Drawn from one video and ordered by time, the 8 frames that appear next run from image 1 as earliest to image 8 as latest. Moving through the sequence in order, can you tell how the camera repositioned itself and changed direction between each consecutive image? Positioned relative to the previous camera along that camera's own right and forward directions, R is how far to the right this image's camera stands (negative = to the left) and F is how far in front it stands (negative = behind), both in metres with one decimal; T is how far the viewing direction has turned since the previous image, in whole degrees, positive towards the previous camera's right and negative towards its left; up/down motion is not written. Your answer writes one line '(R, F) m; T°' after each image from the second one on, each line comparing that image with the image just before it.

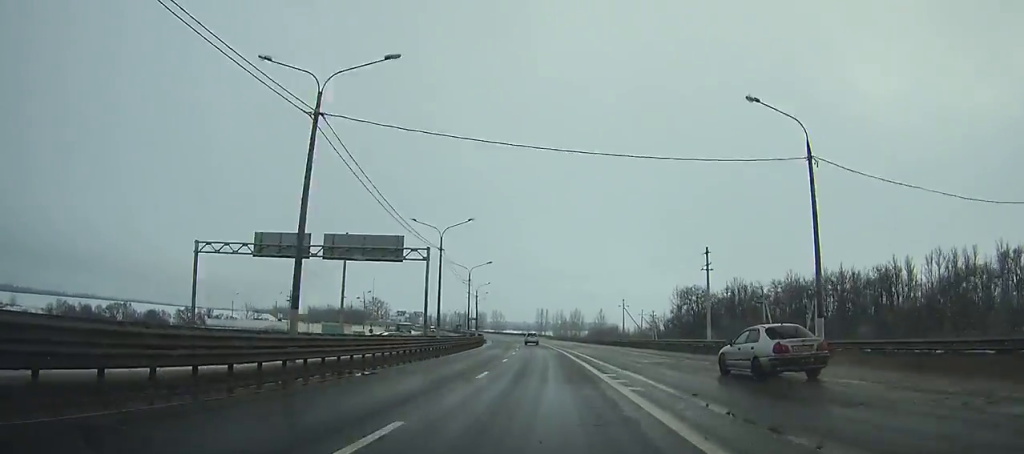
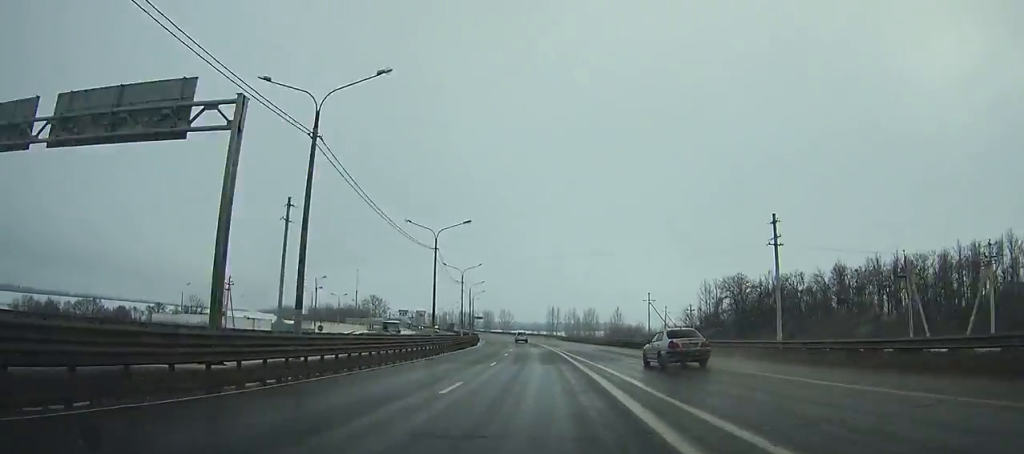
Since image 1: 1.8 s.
(-0.5, +30.6) m; -2°
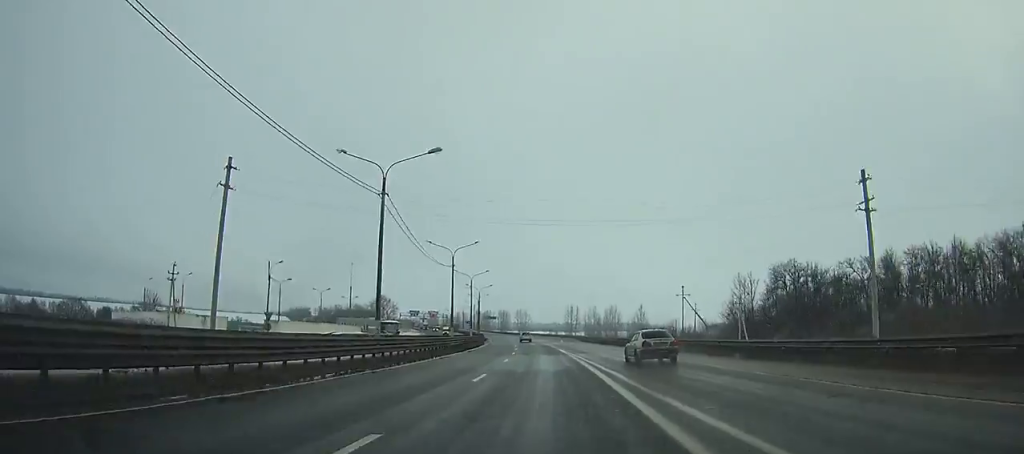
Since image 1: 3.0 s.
(-0.2, +21.7) m; -1°
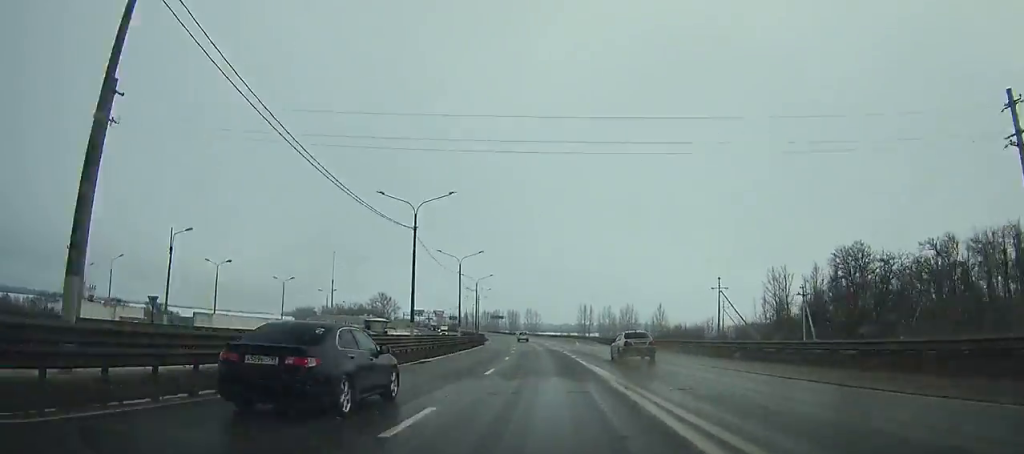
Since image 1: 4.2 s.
(+0.1, +21.7) m; -1°
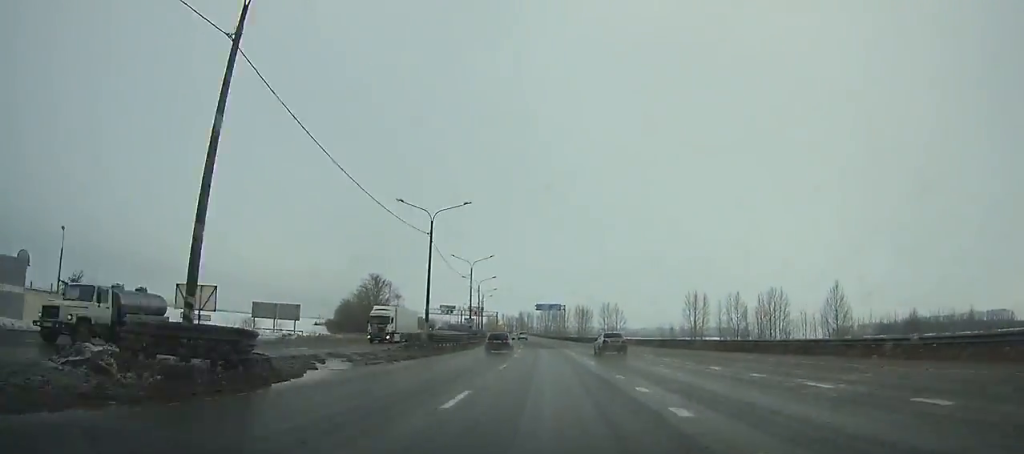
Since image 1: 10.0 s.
(-6.4, +119.6) m; -6°
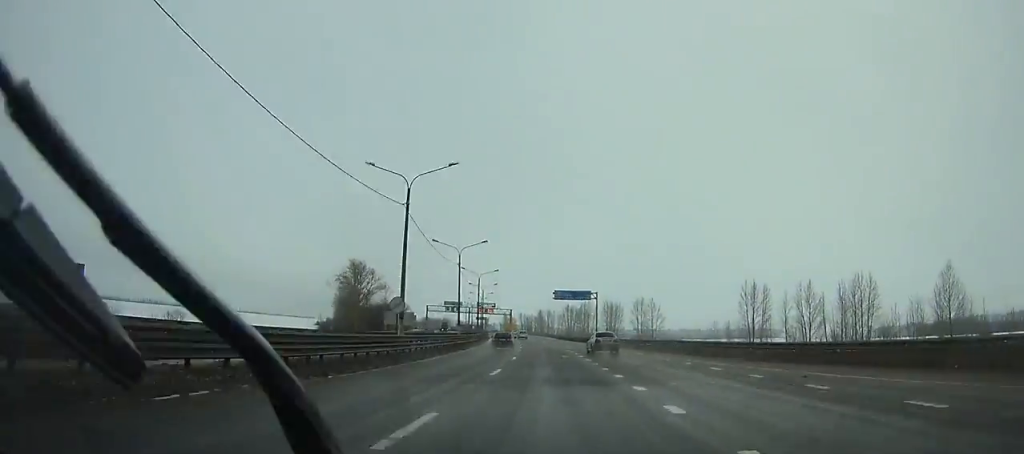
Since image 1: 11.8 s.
(-1.1, +40.2) m; -2°
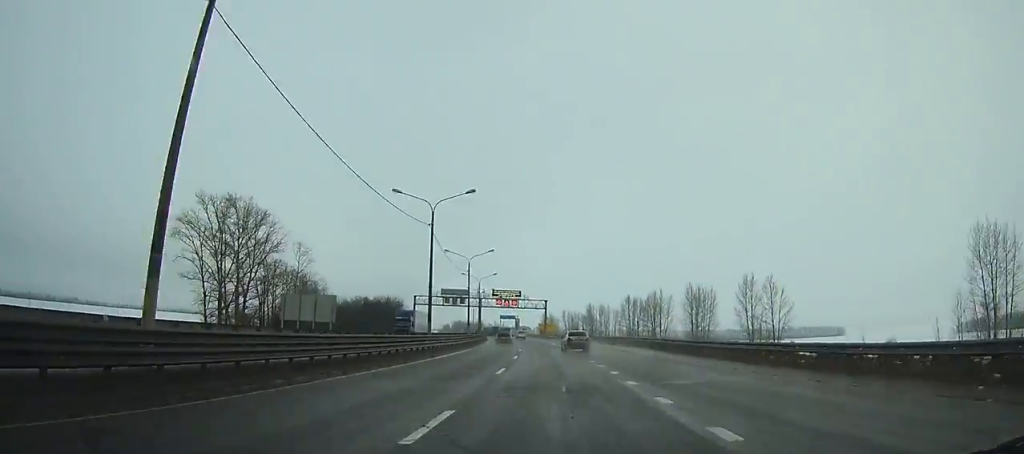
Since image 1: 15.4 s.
(-2.5, +81.5) m; -4°
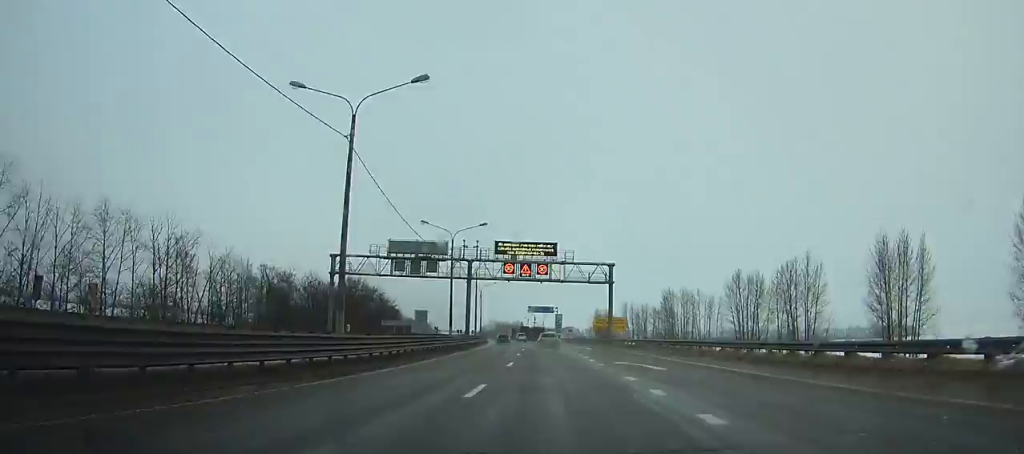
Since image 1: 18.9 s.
(-2.7, +79.4) m; -4°
